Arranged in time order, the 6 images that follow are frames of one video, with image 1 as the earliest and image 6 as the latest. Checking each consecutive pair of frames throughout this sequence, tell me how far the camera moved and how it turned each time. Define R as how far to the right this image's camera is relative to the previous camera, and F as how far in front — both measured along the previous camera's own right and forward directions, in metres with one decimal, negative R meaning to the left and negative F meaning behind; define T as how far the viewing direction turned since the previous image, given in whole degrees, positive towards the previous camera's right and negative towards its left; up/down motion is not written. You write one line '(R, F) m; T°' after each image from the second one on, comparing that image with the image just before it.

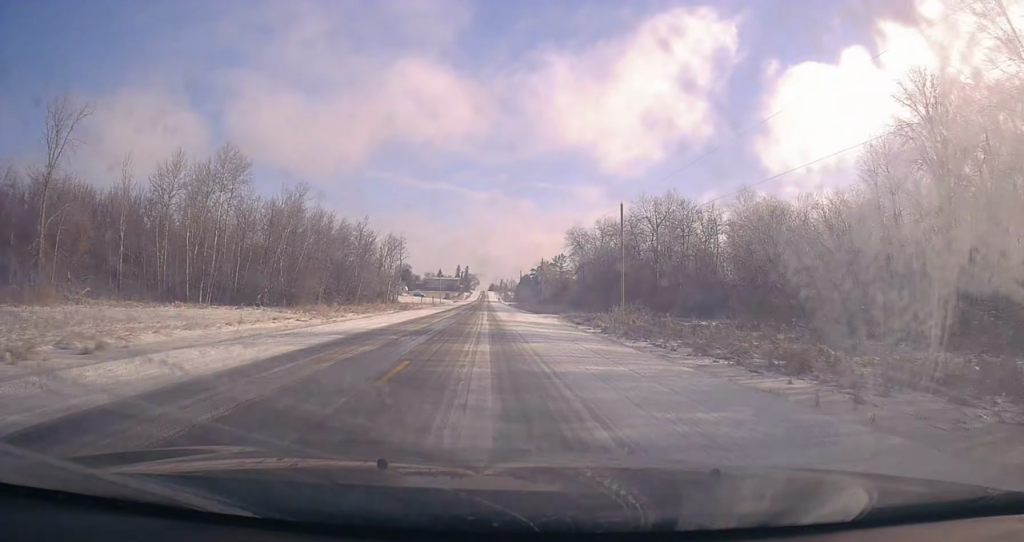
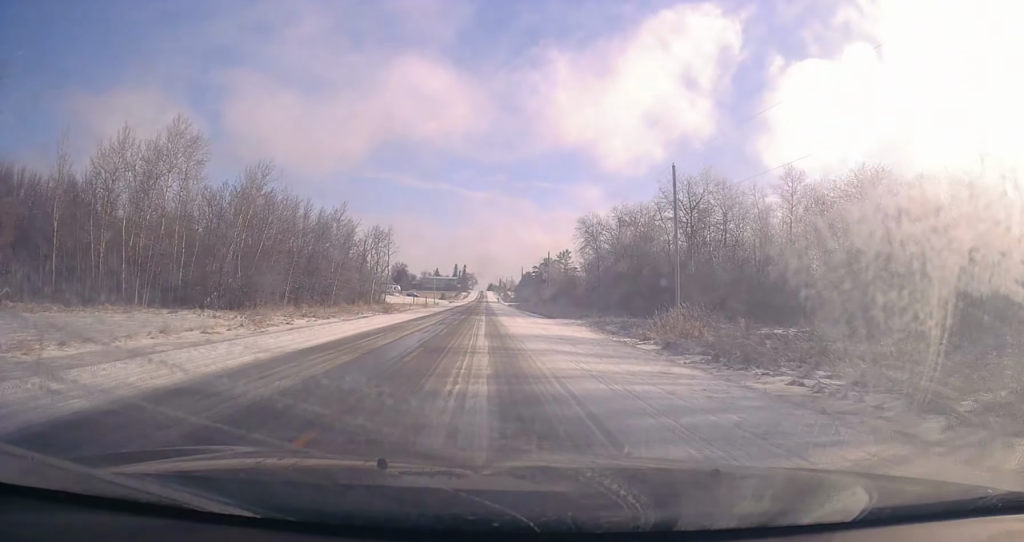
(-0.2, +14.9) m; 0°
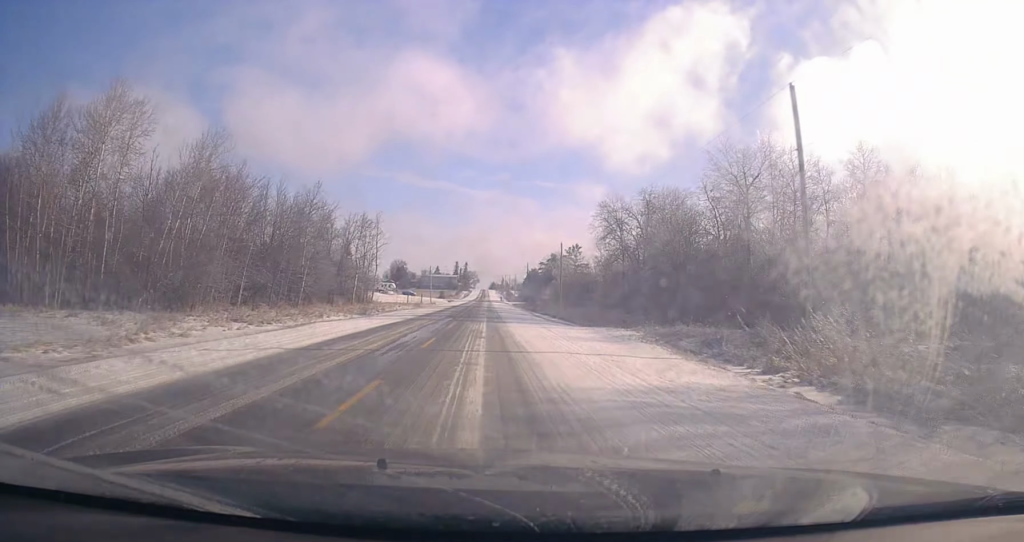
(-0.1, +14.6) m; +1°
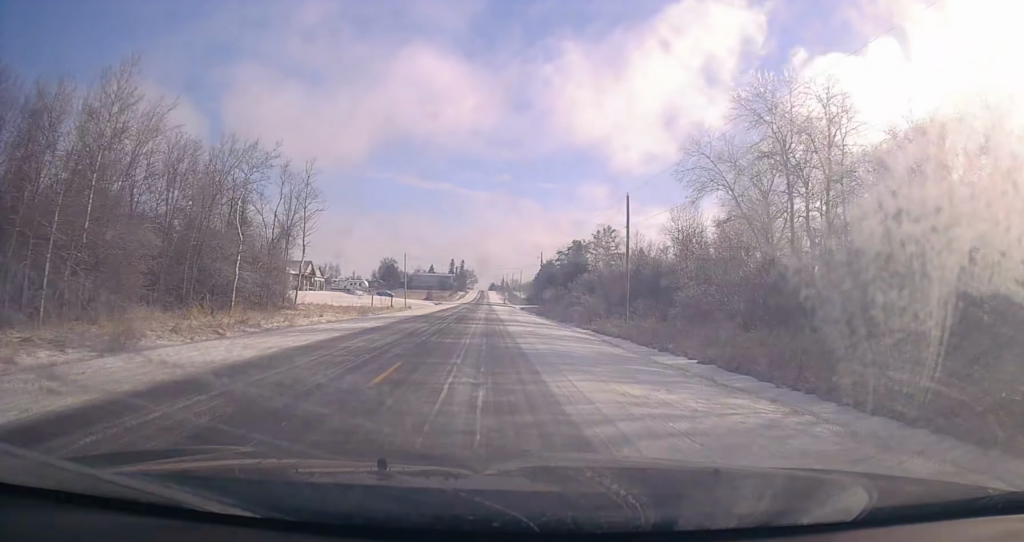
(+0.5, +42.4) m; 0°
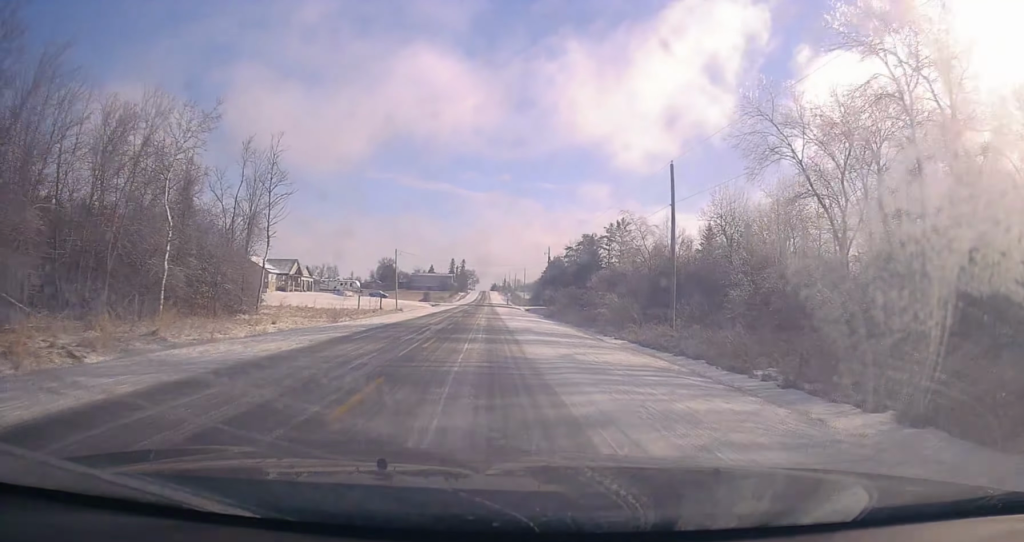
(-0.2, +11.9) m; 0°
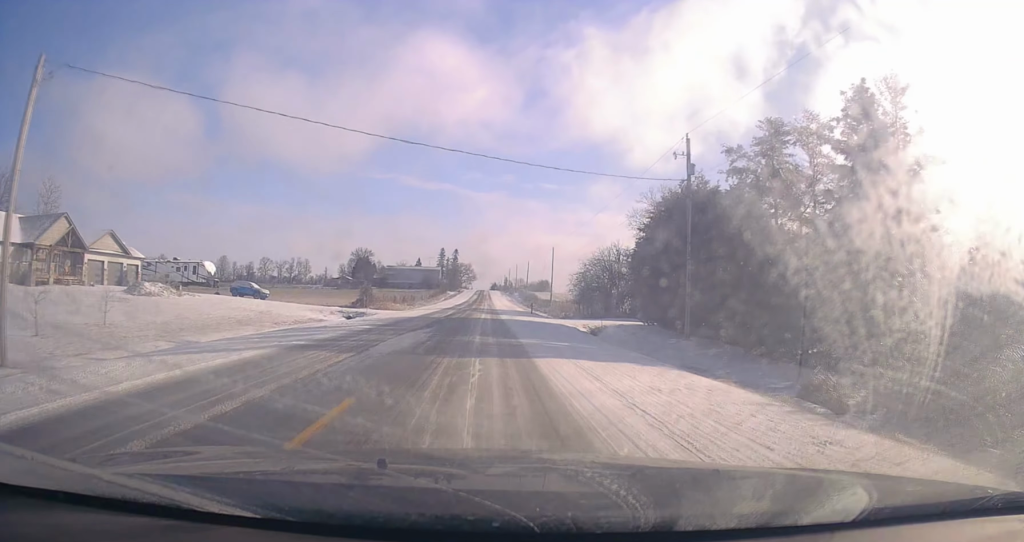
(-0.5, +73.5) m; -1°
